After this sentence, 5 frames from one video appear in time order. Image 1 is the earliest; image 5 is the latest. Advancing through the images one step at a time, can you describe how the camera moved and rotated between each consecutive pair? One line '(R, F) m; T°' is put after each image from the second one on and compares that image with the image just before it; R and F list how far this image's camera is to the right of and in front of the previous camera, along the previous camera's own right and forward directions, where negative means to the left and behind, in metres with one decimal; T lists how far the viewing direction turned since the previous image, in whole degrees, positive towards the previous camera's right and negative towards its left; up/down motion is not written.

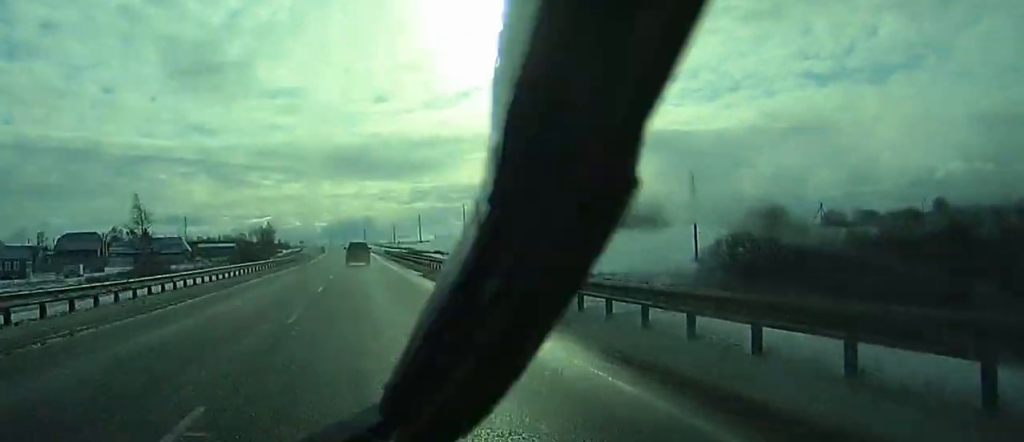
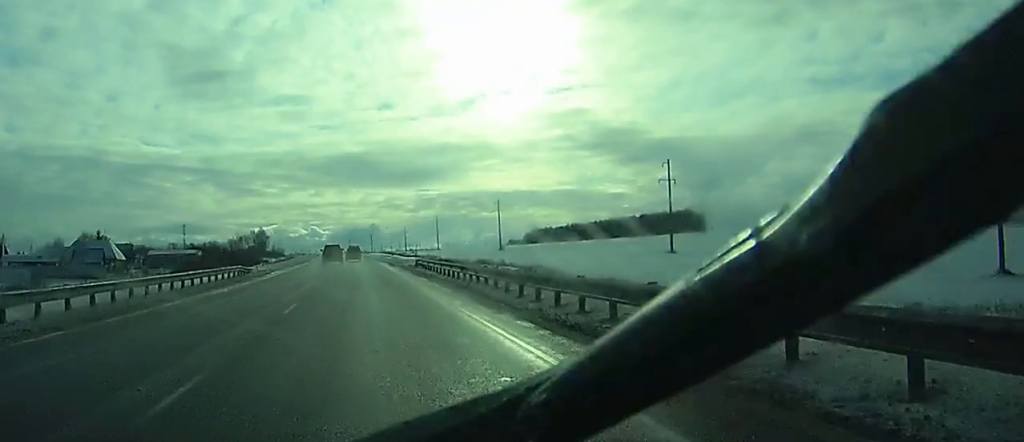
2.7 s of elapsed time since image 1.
(-0.1, +73.3) m; 0°
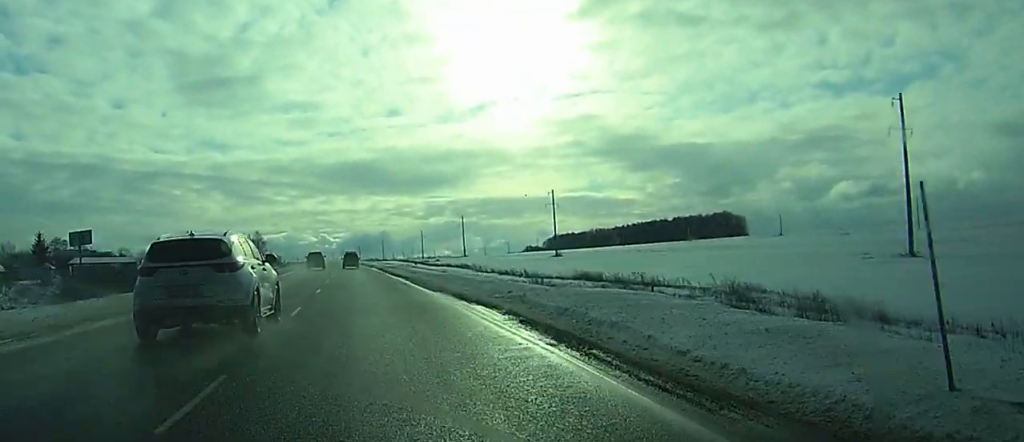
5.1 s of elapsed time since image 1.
(-1.0, +57.5) m; -2°
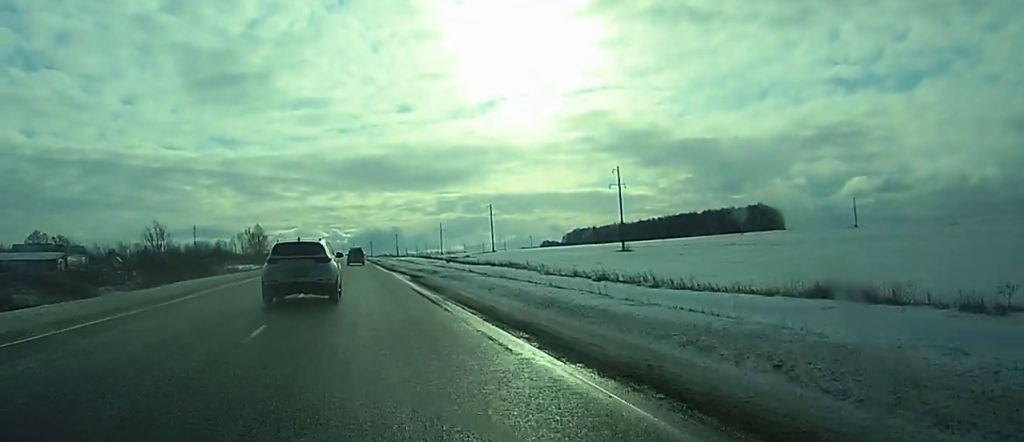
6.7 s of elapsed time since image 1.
(+0.1, +38.1) m; 0°
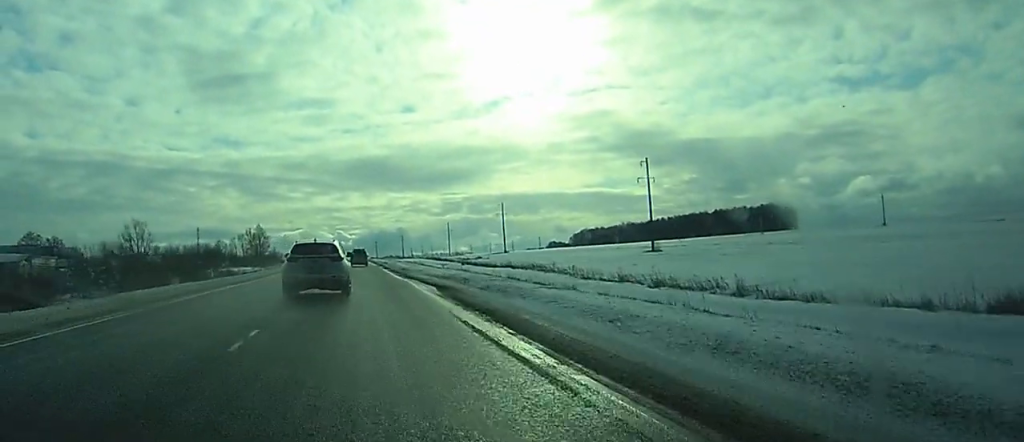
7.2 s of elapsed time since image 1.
(0.0, +12.6) m; 0°
